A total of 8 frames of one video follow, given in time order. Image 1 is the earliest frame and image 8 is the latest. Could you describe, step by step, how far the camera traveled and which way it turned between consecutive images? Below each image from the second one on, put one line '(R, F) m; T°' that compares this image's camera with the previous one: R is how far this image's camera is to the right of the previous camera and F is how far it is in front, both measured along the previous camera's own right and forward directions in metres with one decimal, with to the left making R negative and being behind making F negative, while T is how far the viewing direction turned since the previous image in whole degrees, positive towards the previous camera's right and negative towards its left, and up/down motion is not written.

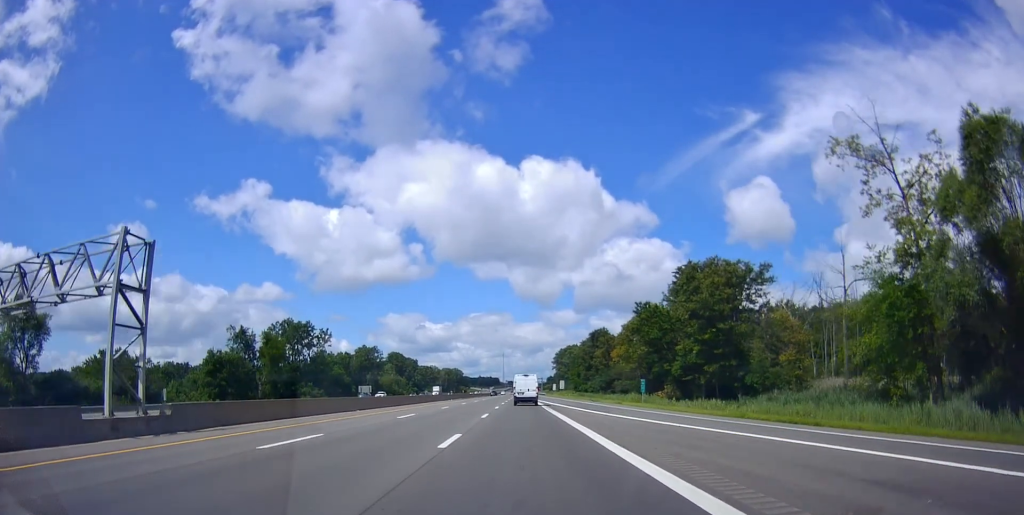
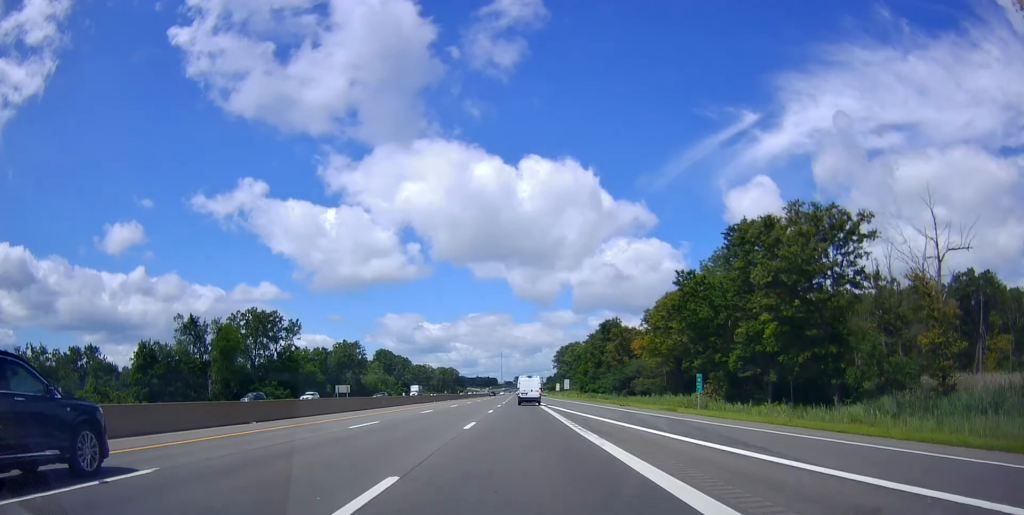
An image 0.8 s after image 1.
(+0.4, +23.7) m; +1°
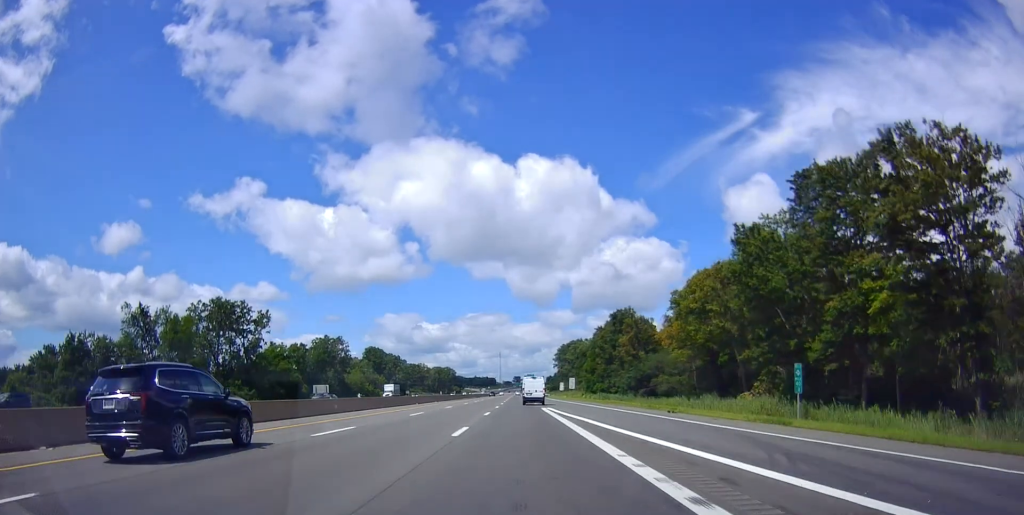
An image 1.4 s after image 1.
(0.0, +18.6) m; 0°
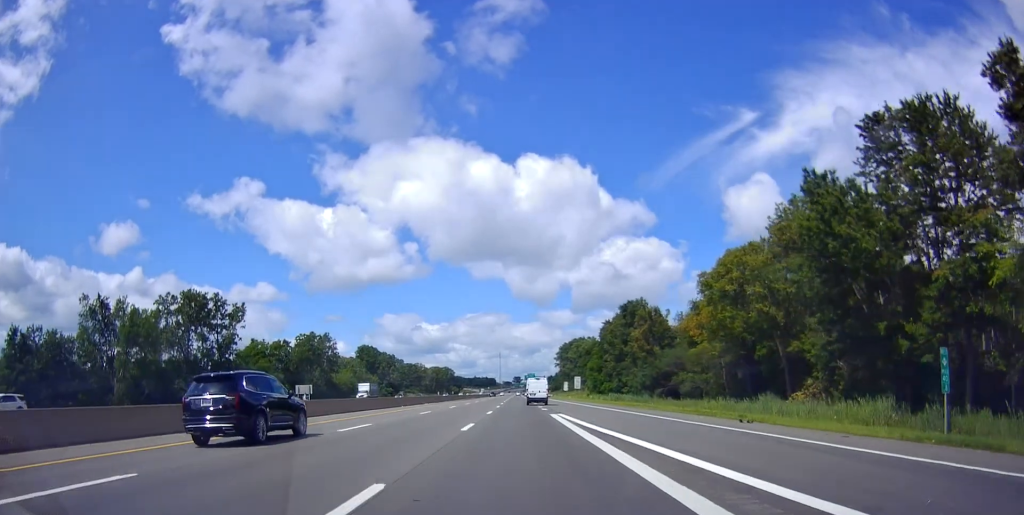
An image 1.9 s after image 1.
(-0.1, +12.7) m; 0°
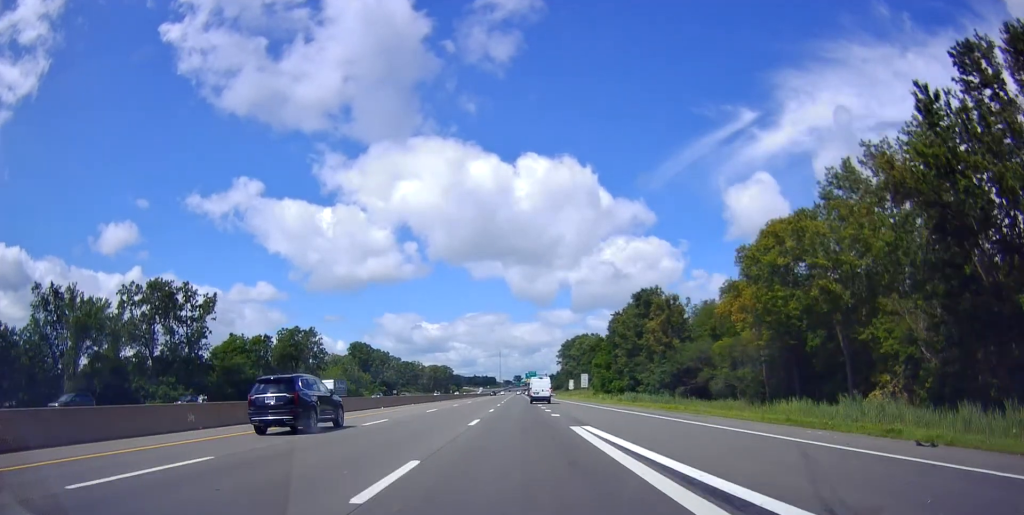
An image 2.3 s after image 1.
(0.0, +12.7) m; 0°
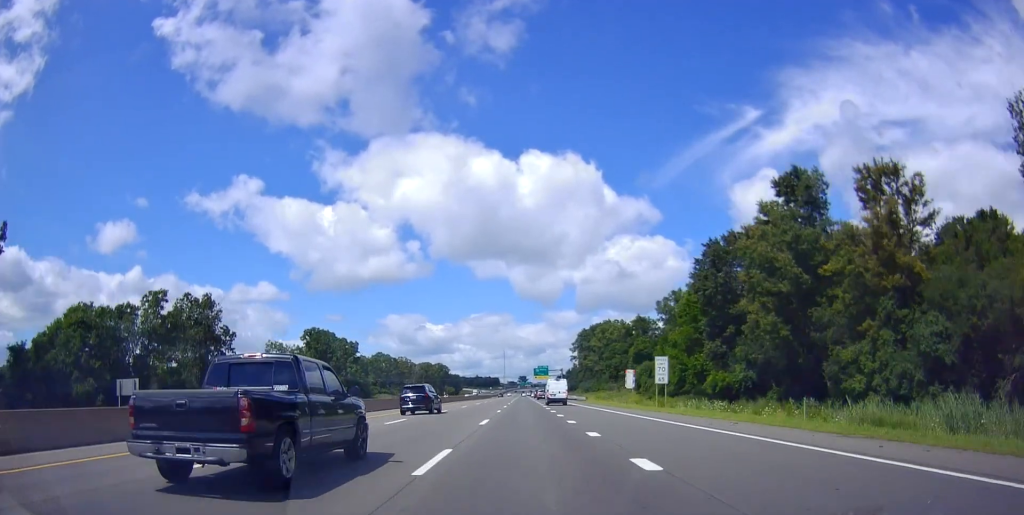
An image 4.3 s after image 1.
(+0.8, +58.0) m; +1°
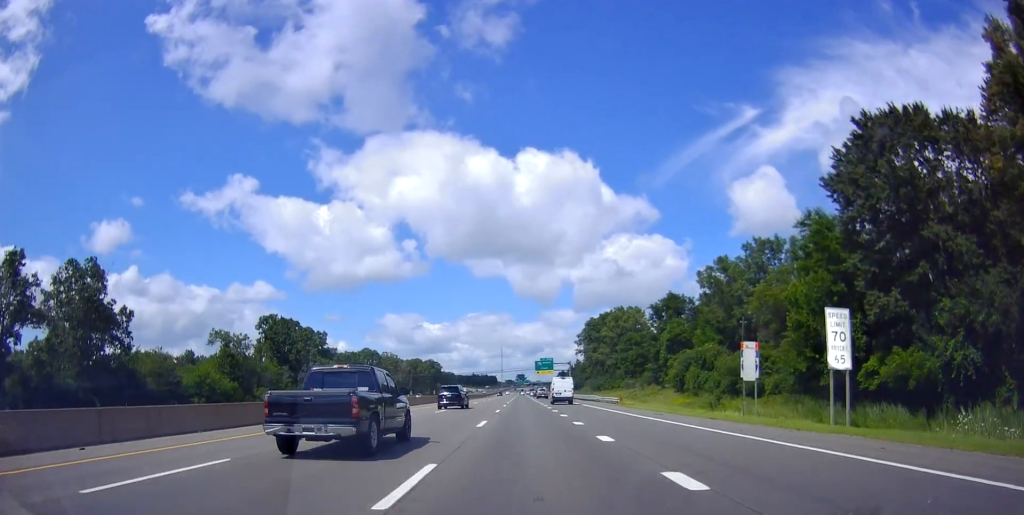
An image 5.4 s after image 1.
(-0.1, +32.0) m; 0°
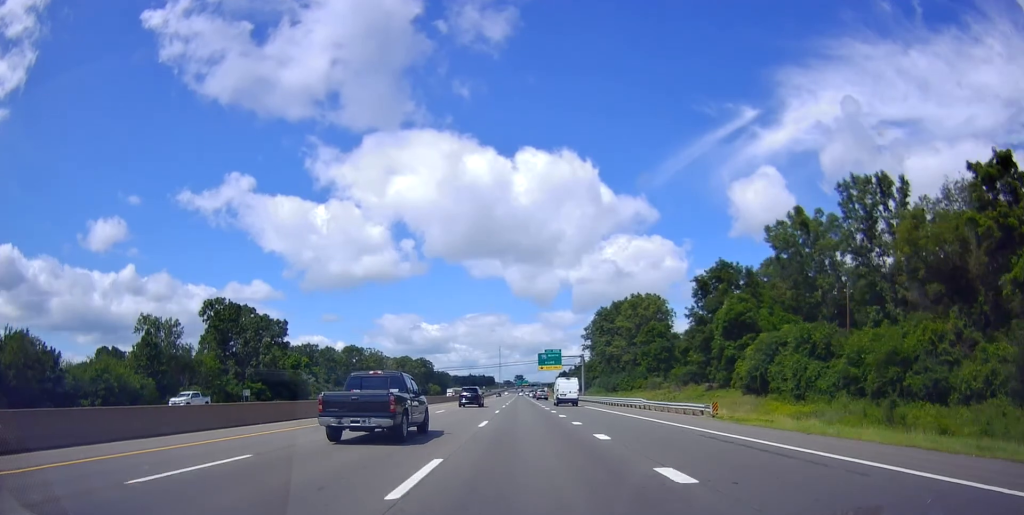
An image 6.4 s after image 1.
(+0.1, +29.3) m; 0°
